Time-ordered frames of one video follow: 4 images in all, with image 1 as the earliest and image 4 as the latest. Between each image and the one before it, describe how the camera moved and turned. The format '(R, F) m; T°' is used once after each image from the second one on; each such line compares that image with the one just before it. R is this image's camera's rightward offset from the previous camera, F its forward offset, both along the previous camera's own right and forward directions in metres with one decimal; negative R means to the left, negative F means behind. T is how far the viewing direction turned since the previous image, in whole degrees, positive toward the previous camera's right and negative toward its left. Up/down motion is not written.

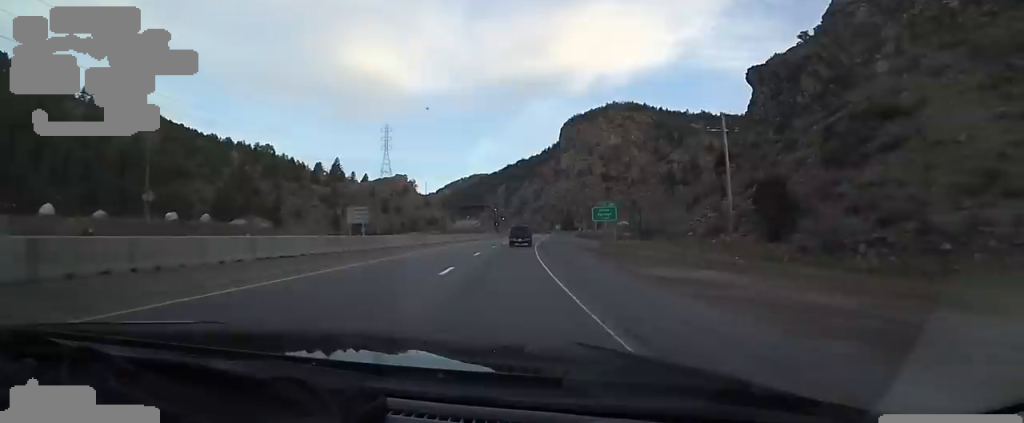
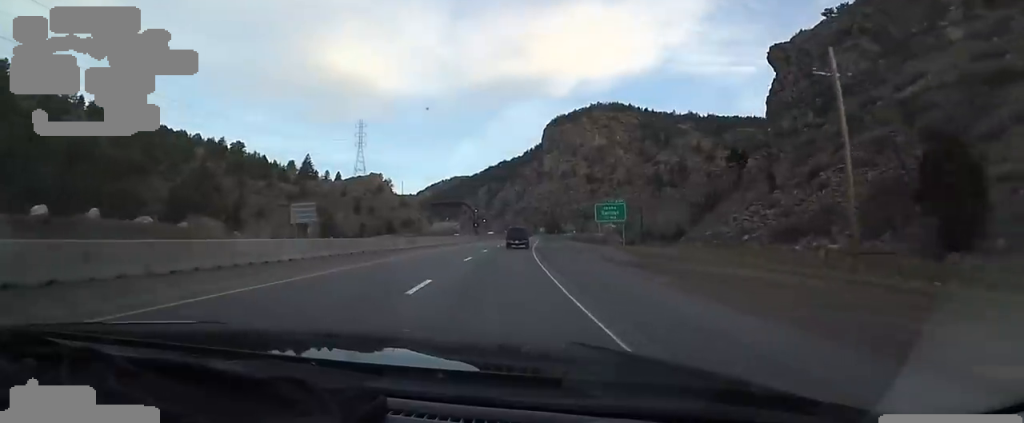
(-0.1, +16.6) m; +2°
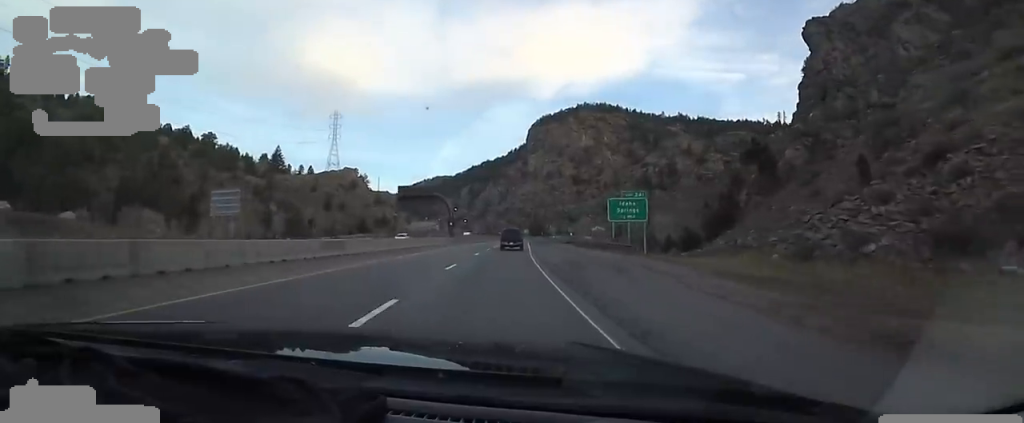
(0.0, +16.6) m; +2°
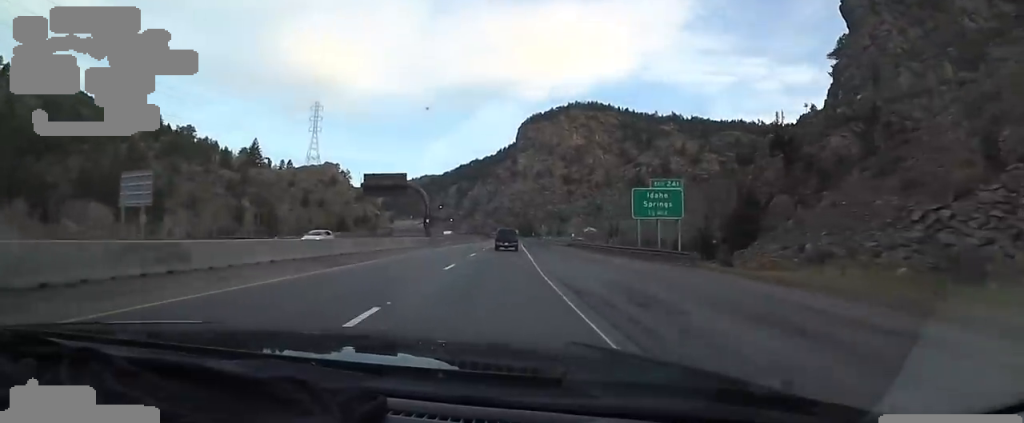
(+0.5, +12.7) m; +2°
